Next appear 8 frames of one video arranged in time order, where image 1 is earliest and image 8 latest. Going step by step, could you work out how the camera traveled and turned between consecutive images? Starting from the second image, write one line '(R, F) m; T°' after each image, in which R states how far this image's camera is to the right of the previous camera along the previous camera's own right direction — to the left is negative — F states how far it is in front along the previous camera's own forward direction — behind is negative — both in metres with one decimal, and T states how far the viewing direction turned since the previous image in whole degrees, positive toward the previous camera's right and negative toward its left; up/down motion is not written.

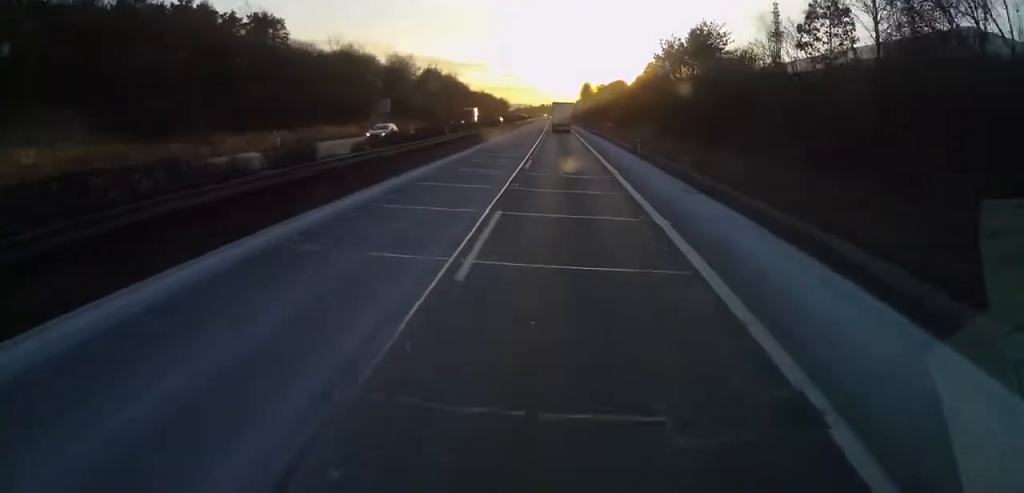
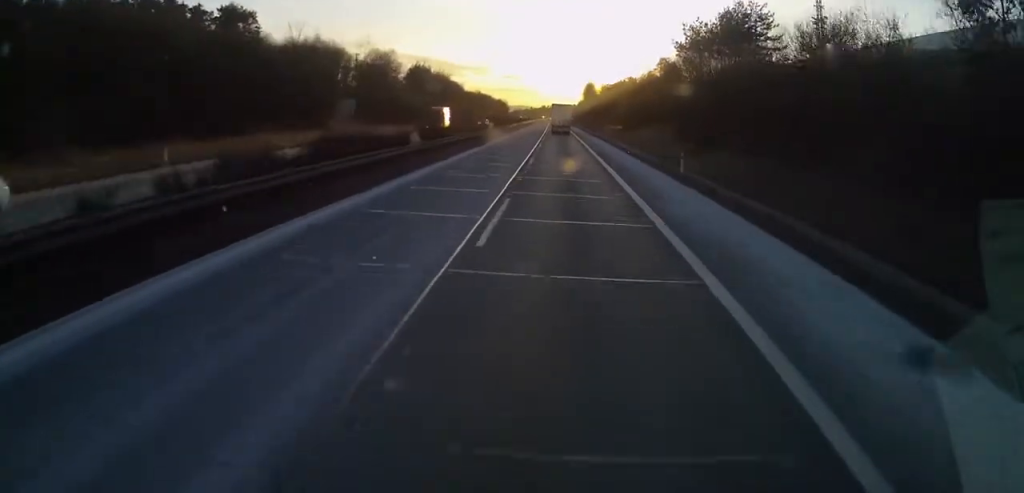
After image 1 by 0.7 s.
(0.0, +15.5) m; 0°
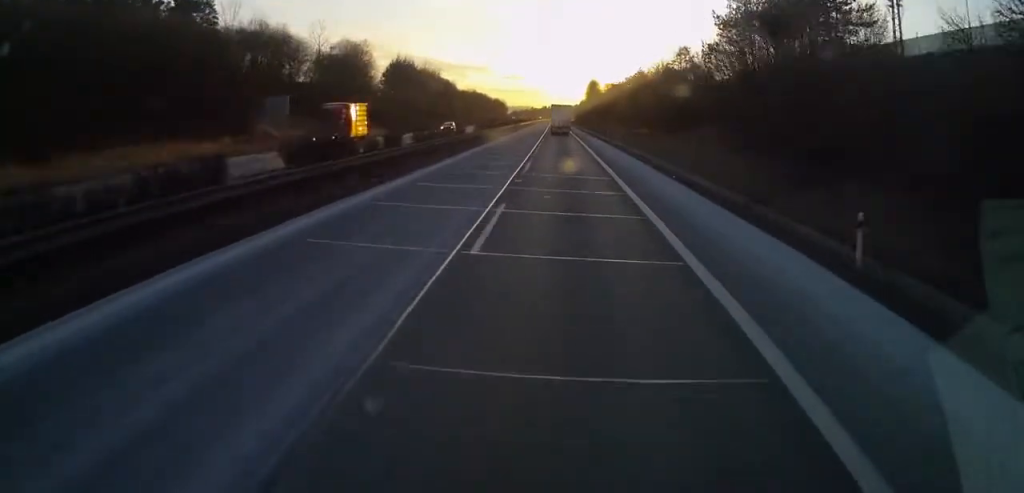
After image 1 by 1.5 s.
(0.0, +18.6) m; 0°
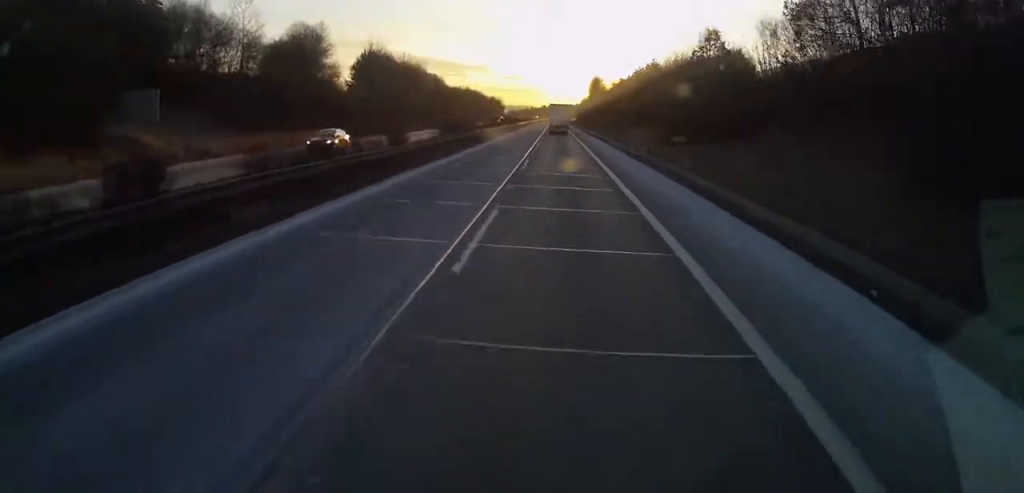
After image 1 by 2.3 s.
(0.0, +19.4) m; 0°
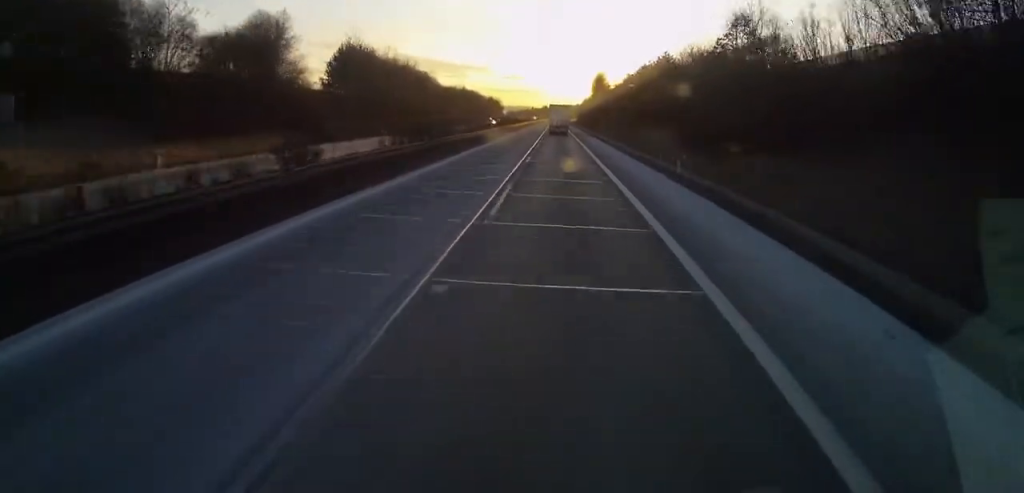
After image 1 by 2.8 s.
(0.0, +12.4) m; 0°
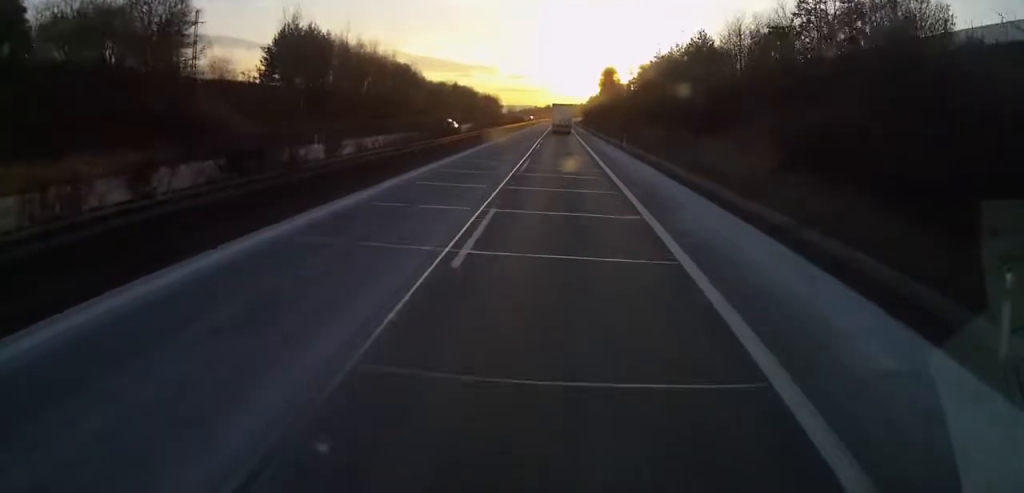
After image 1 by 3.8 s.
(0.0, +23.2) m; 0°
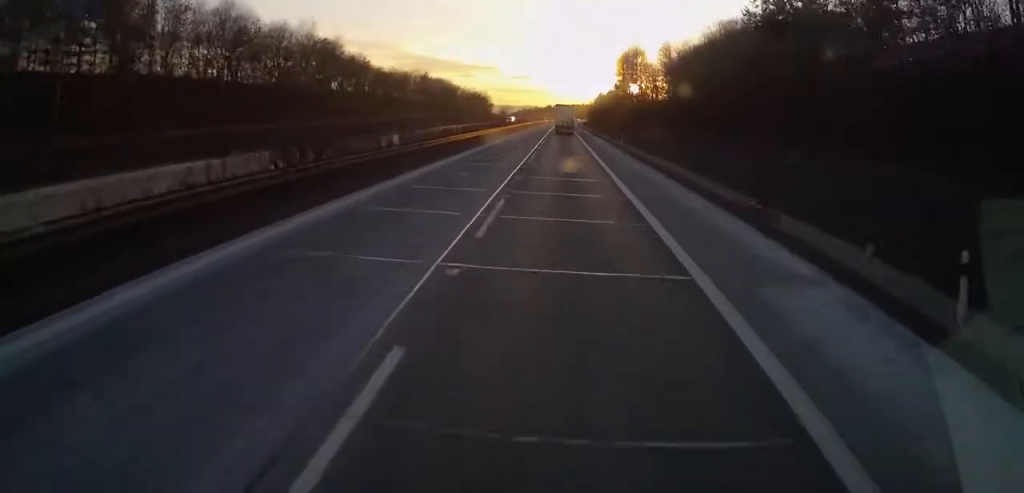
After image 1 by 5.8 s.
(0.0, +45.7) m; 0°
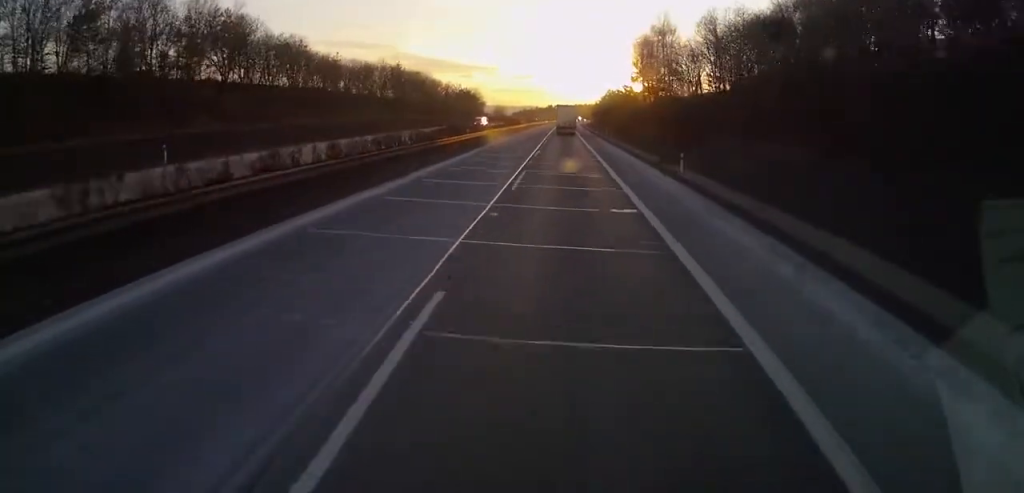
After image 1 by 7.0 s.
(-0.2, +27.9) m; -1°
